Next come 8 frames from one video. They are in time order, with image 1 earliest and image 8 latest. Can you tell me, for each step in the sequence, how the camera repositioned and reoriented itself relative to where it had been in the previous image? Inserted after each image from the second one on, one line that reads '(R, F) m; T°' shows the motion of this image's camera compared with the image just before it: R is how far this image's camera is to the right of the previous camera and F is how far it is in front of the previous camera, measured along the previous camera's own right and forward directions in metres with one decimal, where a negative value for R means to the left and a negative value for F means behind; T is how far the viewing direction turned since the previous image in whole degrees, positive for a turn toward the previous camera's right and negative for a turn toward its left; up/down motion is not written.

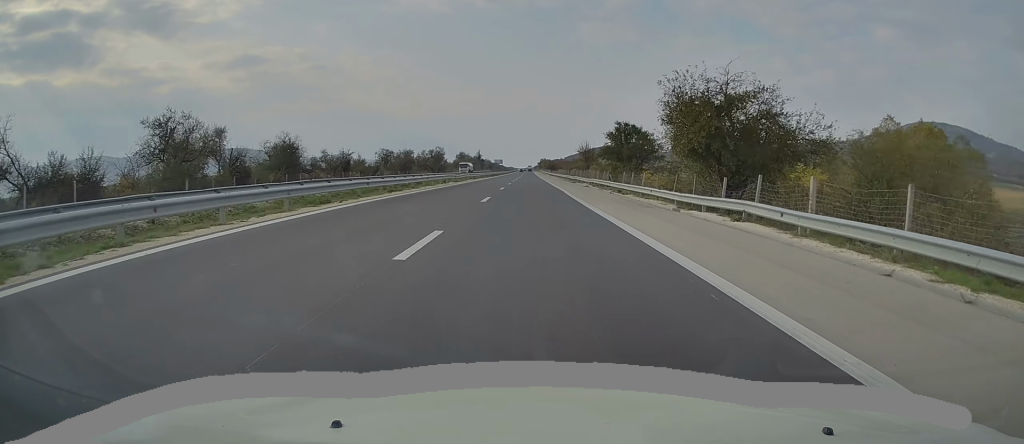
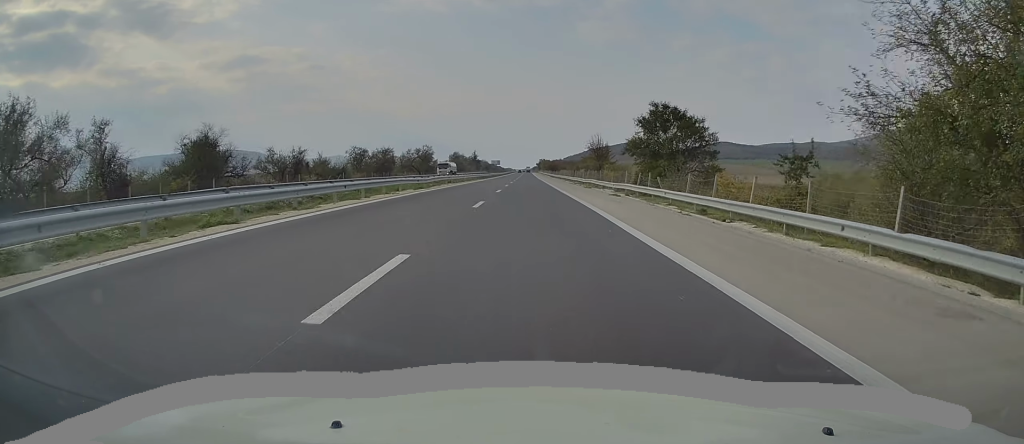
(0.0, +19.2) m; +1°
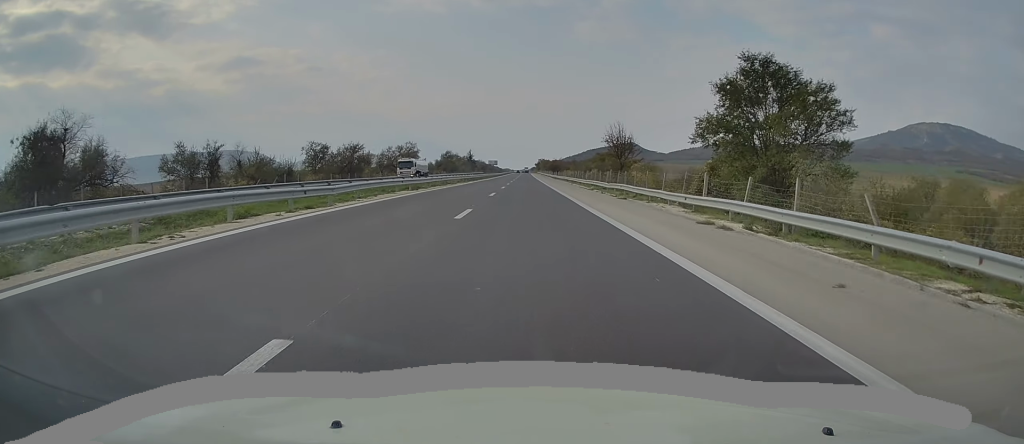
(+0.1, +20.1) m; 0°
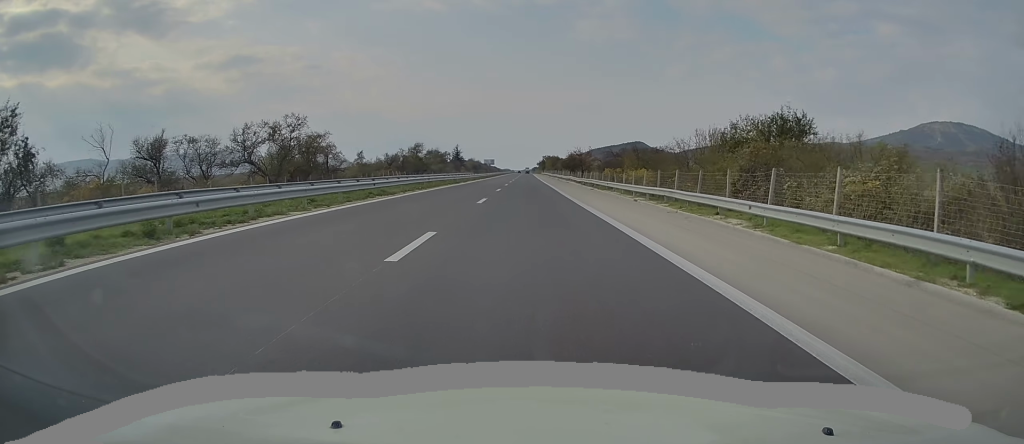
(+0.3, +70.5) m; 0°
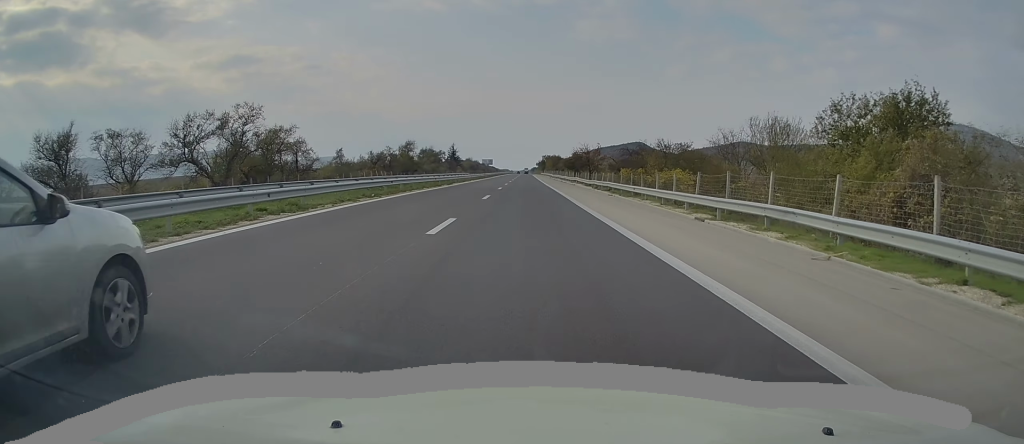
(-0.1, +11.9) m; 0°
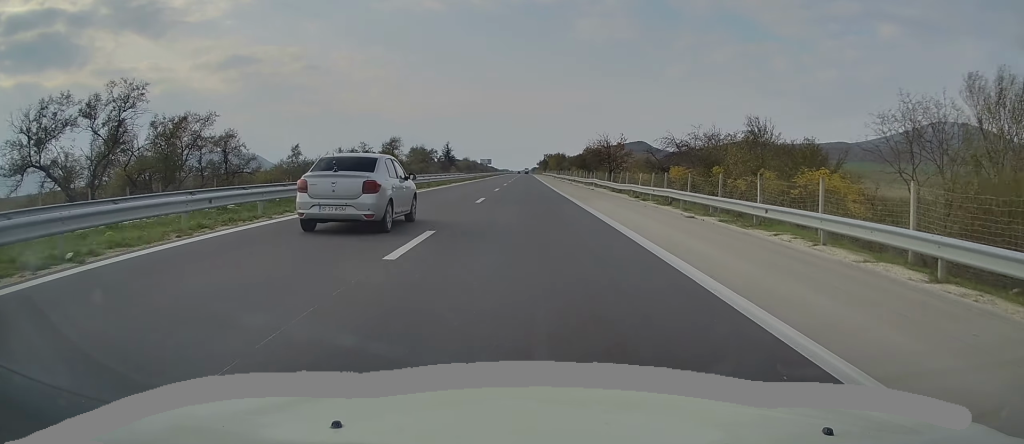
(-0.3, +19.3) m; 0°
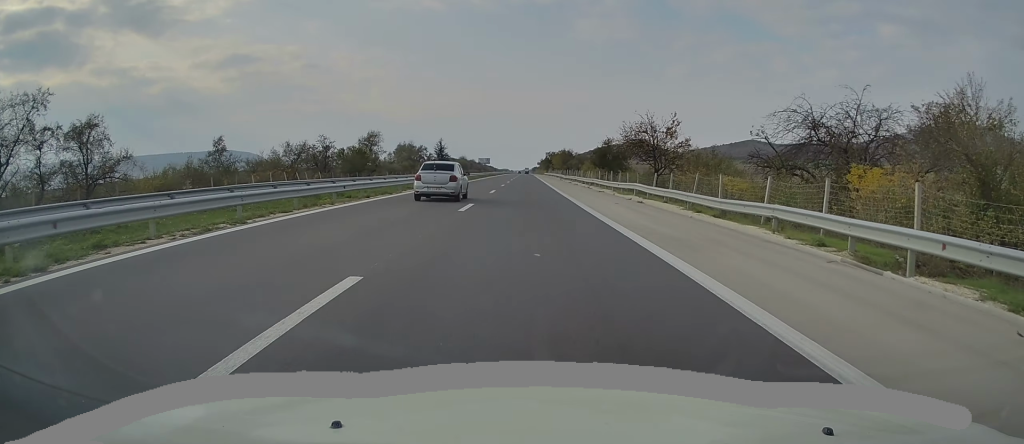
(+0.3, +21.1) m; 0°
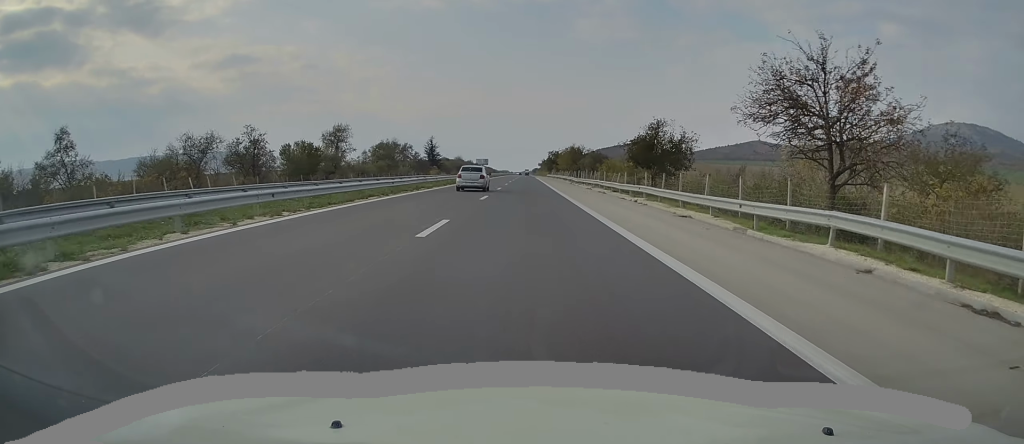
(-0.2, +23.0) m; 0°
